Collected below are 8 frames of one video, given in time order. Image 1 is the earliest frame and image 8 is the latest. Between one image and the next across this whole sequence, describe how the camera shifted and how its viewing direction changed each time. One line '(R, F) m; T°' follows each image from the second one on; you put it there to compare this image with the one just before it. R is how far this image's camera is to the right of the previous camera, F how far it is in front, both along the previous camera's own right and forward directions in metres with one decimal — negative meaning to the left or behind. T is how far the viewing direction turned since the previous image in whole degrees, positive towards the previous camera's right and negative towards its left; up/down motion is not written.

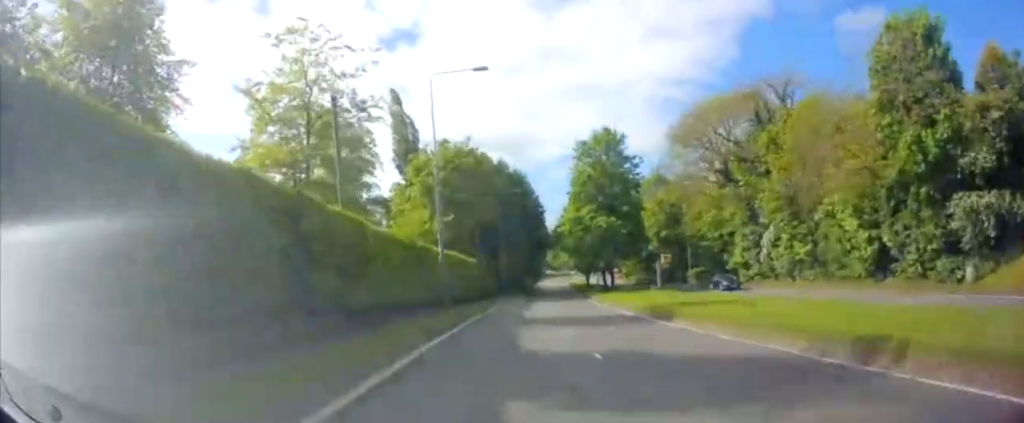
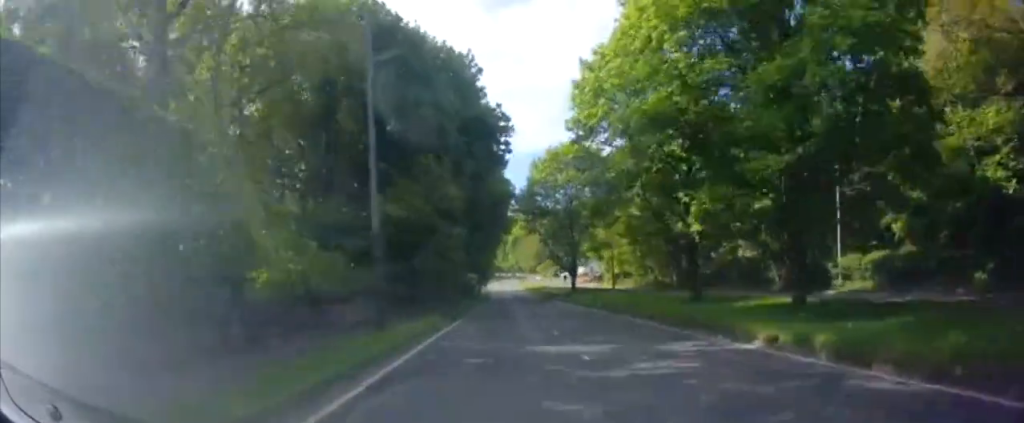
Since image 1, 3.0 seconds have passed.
(+2.2, +47.1) m; +5°
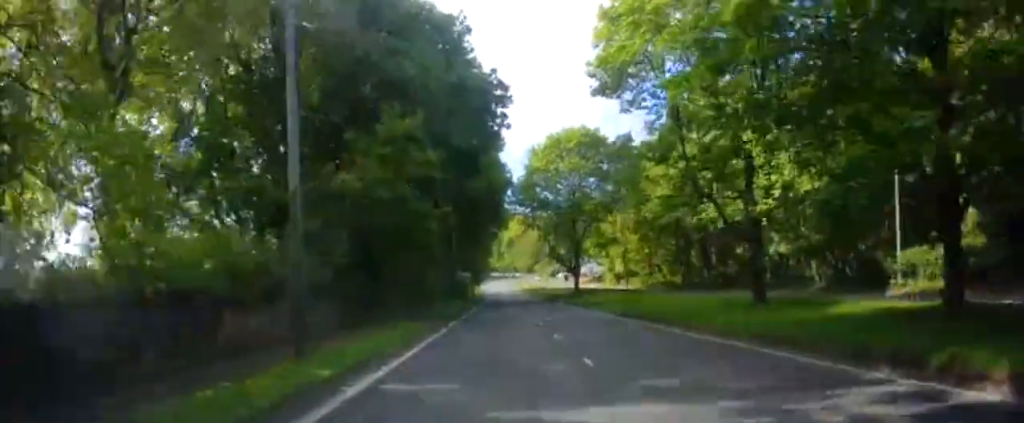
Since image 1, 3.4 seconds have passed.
(+0.1, +6.6) m; +1°
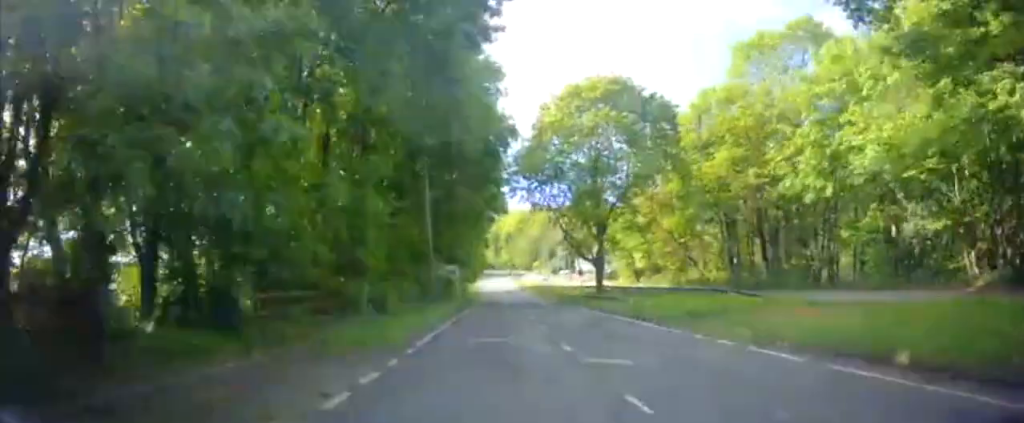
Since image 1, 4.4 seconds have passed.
(+0.2, +15.4) m; +1°
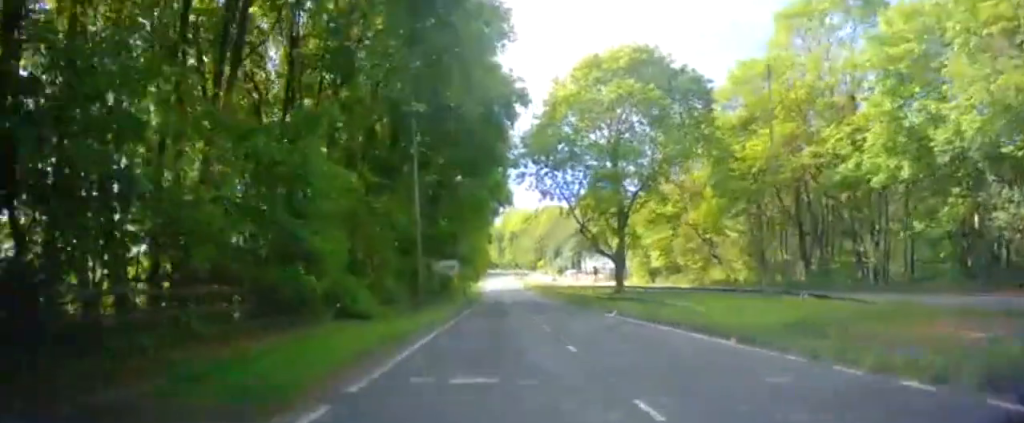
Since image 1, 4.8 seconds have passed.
(0.0, +6.2) m; 0°
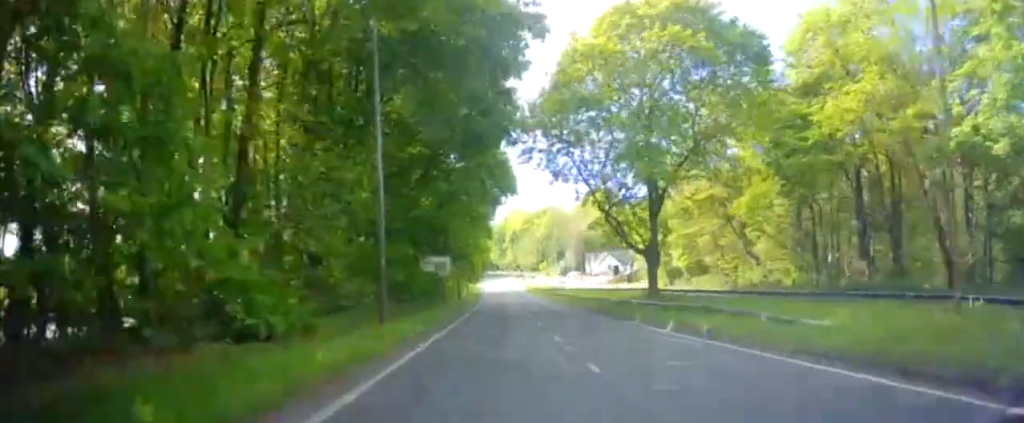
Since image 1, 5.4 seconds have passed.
(0.0, +8.3) m; 0°
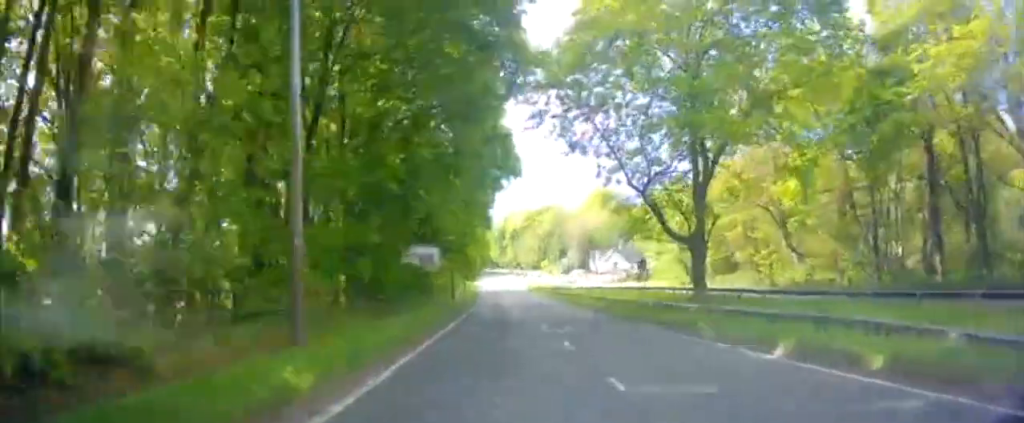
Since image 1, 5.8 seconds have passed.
(0.0, +7.3) m; 0°
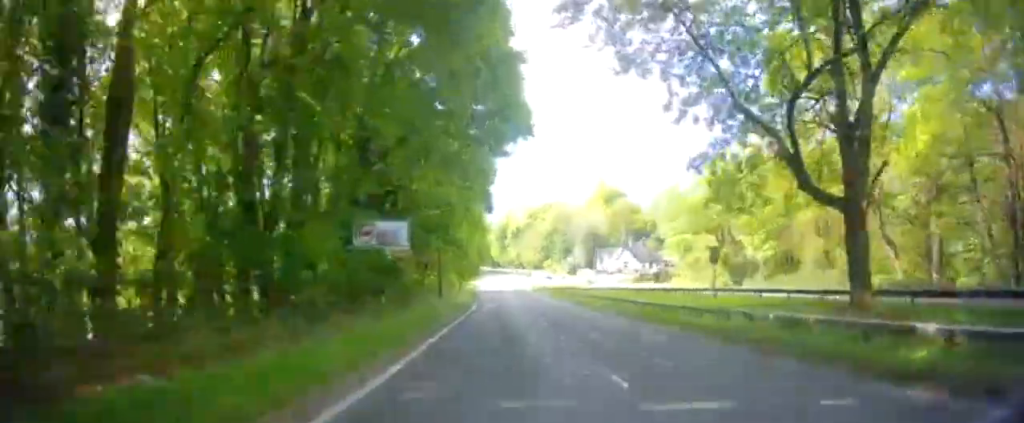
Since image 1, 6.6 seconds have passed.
(0.0, +11.5) m; 0°
